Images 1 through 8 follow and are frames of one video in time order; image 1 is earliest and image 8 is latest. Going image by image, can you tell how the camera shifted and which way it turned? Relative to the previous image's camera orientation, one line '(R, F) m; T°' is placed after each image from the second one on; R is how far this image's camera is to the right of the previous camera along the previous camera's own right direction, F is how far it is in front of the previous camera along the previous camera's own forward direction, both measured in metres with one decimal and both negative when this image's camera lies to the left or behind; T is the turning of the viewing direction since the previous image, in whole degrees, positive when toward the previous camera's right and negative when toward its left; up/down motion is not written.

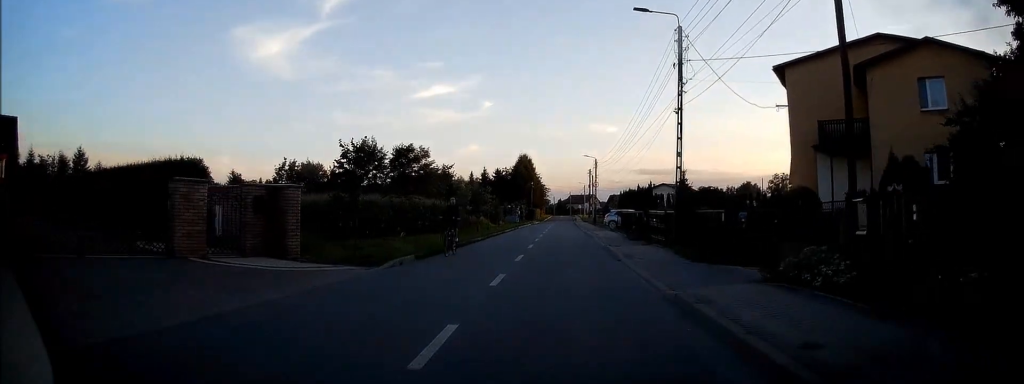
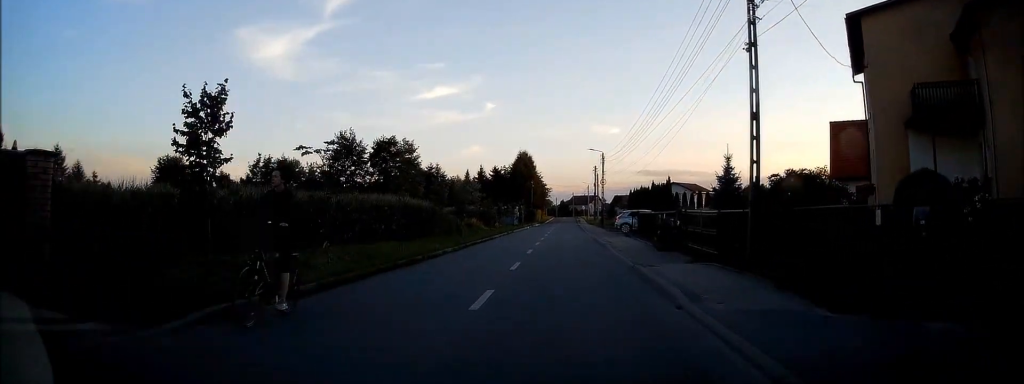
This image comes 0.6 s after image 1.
(+0.1, +7.9) m; 0°
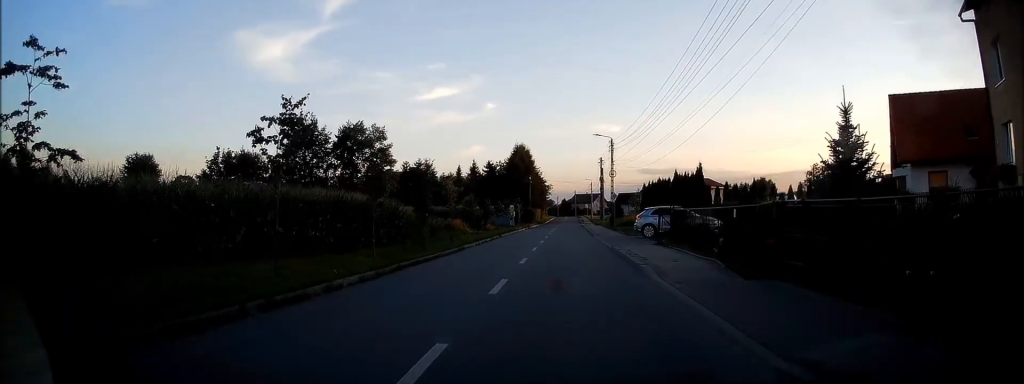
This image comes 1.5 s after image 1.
(+0.2, +10.4) m; 0°
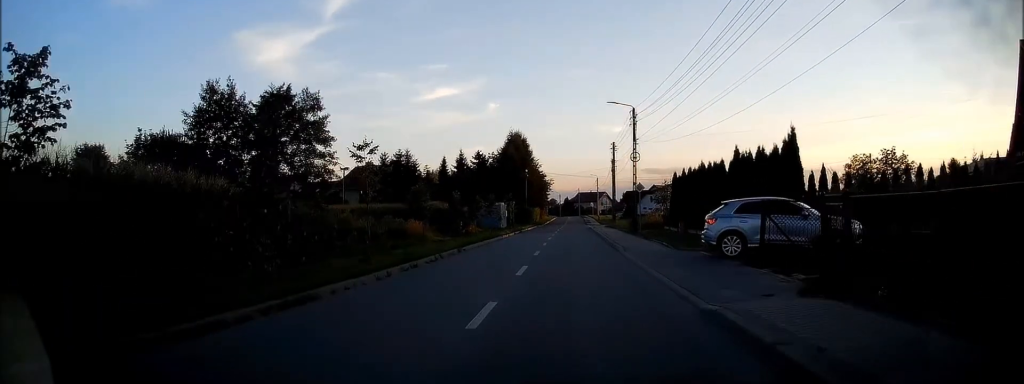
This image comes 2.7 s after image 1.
(-0.3, +14.9) m; -1°
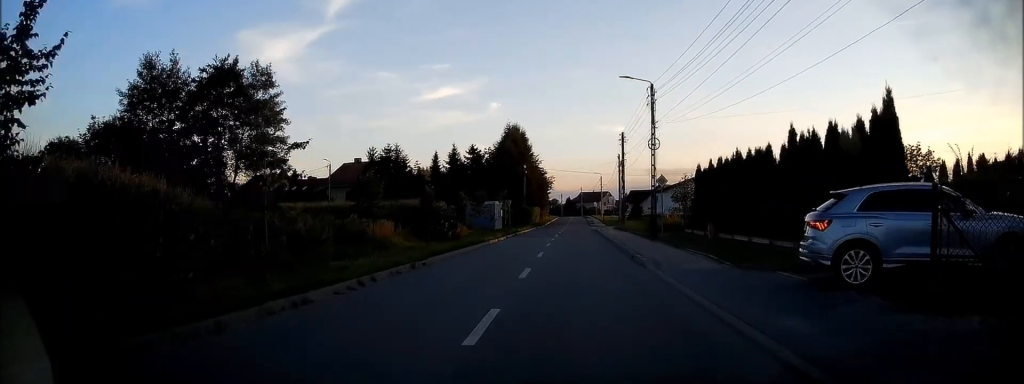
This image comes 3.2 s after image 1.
(+0.1, +7.0) m; 0°
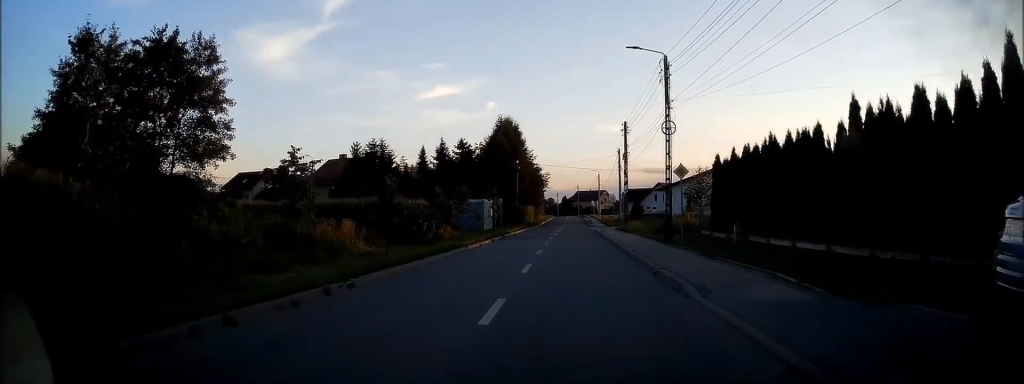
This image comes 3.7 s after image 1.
(0.0, +5.4) m; 0°
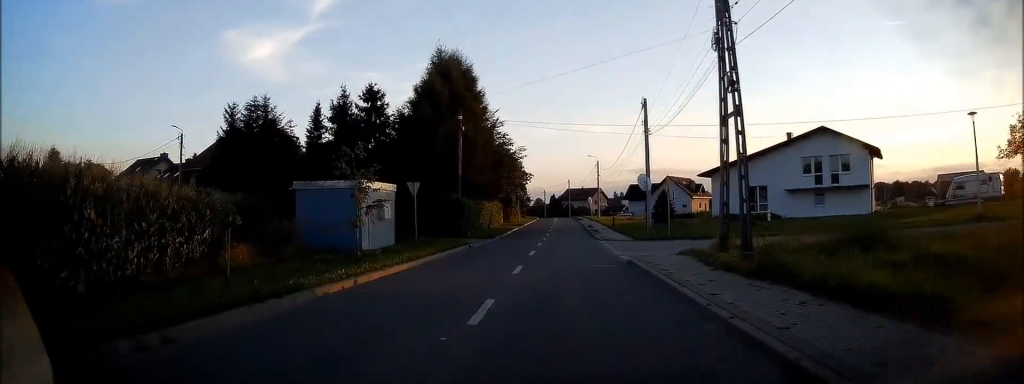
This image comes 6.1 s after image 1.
(+0.2, +30.4) m; +1°
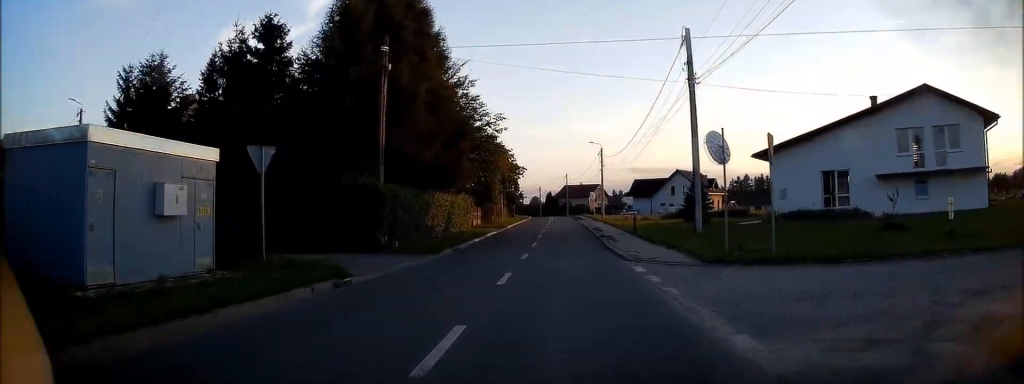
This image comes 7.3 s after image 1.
(-0.1, +14.8) m; 0°
